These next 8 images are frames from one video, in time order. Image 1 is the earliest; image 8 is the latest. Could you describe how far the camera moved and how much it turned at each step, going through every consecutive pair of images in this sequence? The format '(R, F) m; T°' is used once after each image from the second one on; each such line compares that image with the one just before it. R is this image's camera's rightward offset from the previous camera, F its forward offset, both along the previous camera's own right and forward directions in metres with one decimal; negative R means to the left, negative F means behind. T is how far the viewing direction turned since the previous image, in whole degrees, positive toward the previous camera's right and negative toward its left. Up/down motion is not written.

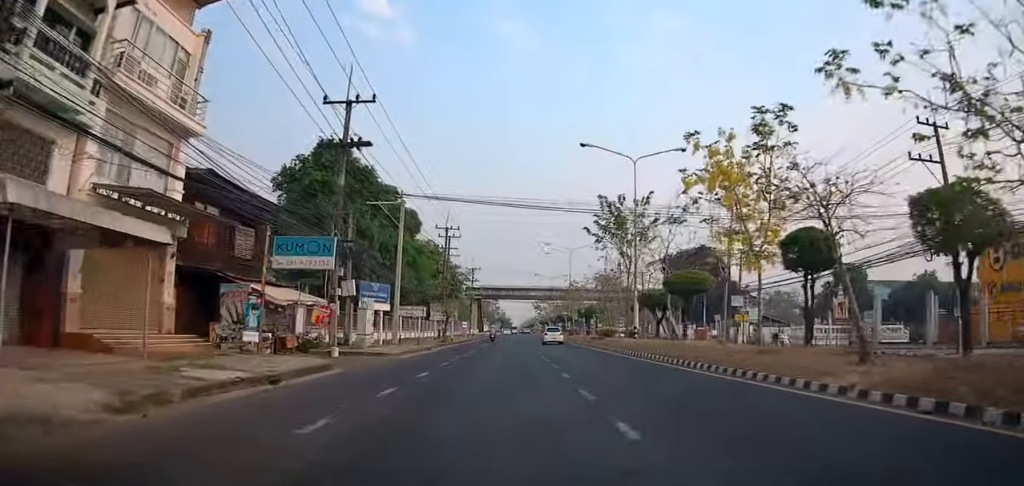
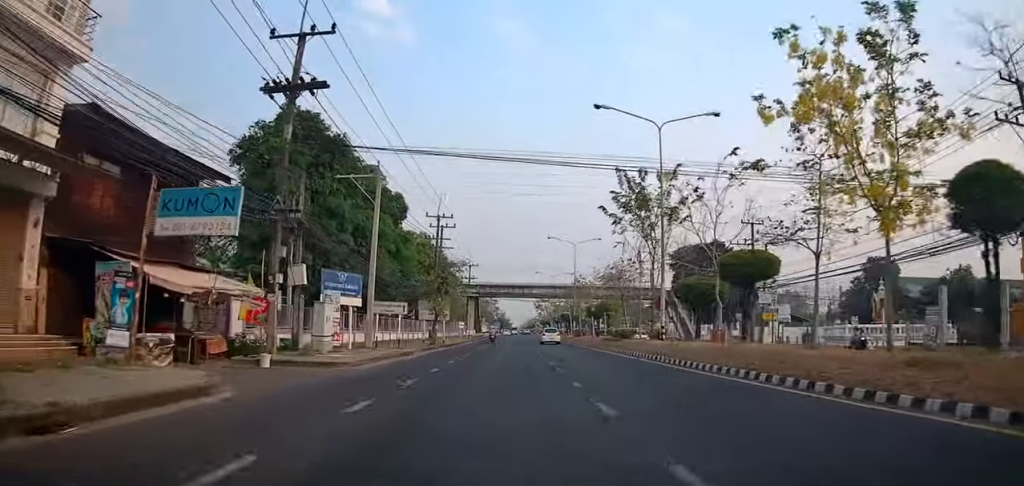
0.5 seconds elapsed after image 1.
(-0.2, +6.5) m; 0°
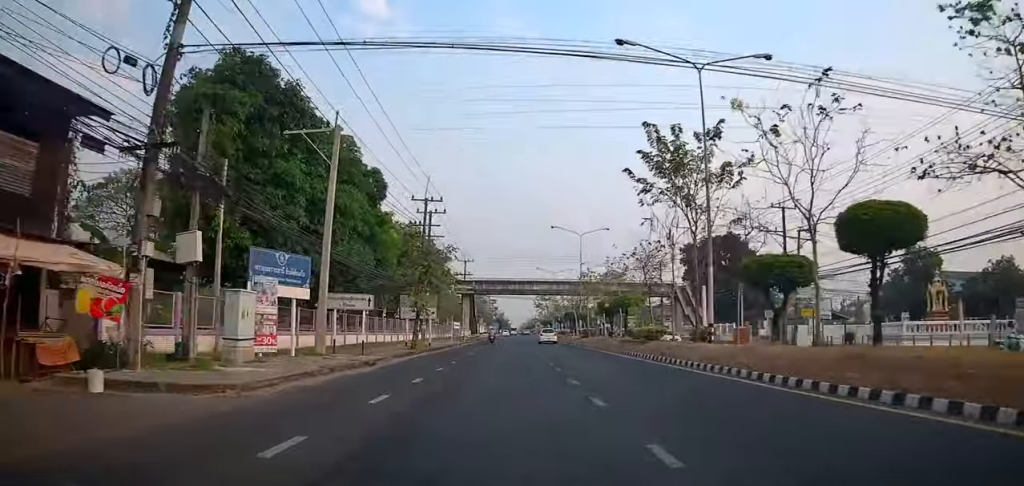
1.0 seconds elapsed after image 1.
(+0.4, +7.1) m; 0°
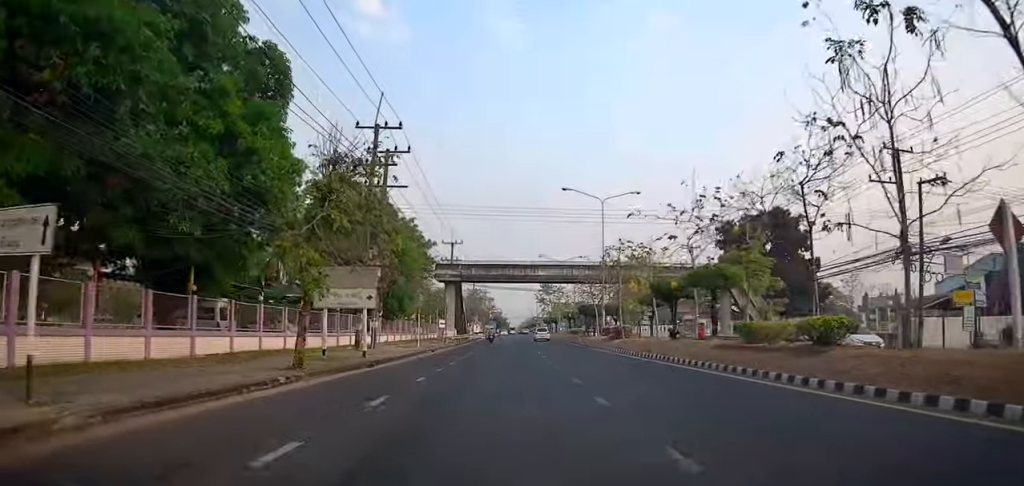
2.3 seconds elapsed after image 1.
(-0.4, +16.8) m; 0°
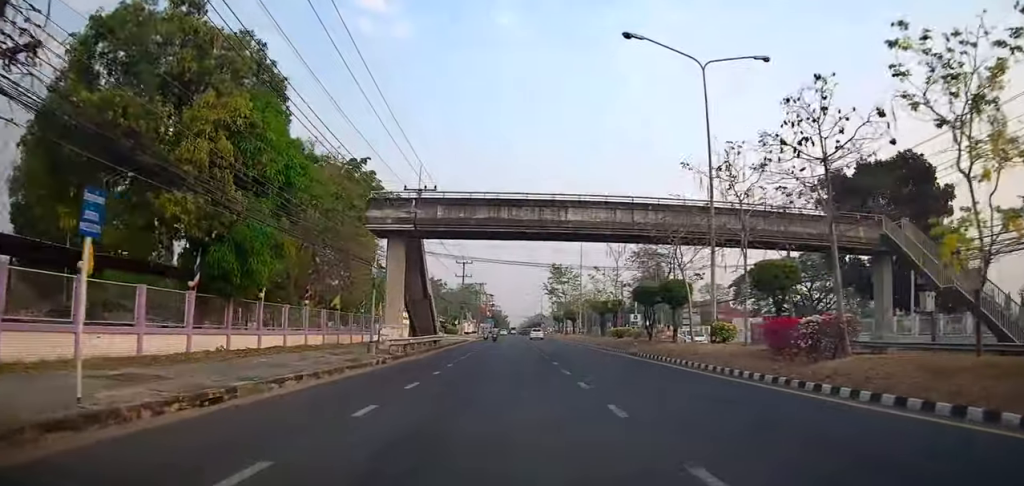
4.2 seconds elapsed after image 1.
(+1.3, +25.6) m; 0°
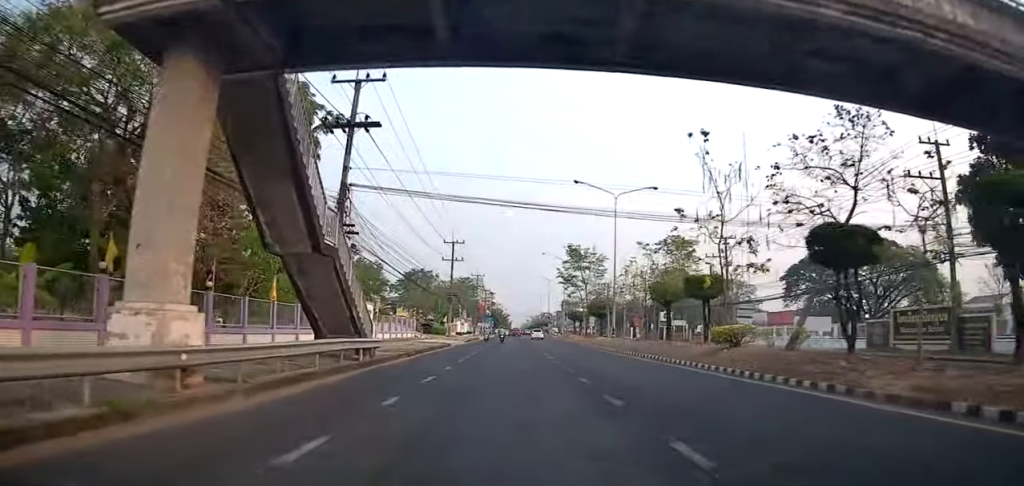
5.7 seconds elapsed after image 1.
(-0.6, +19.7) m; 0°
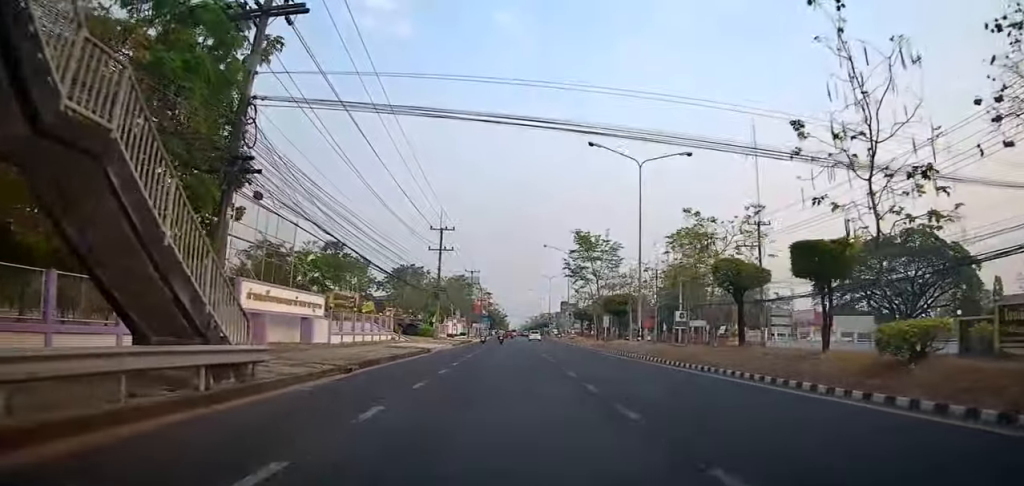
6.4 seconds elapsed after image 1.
(+0.6, +9.5) m; 0°
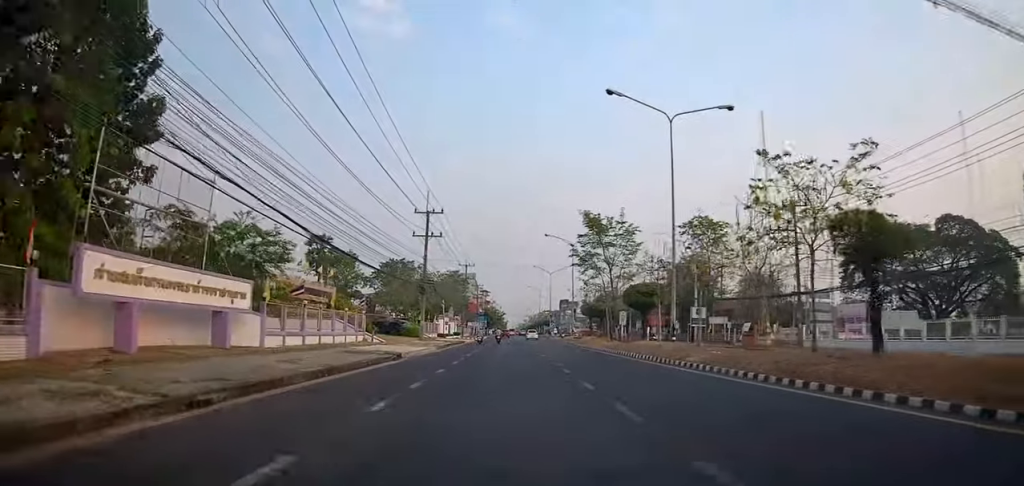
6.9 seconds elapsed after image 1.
(-0.5, +7.8) m; 0°
